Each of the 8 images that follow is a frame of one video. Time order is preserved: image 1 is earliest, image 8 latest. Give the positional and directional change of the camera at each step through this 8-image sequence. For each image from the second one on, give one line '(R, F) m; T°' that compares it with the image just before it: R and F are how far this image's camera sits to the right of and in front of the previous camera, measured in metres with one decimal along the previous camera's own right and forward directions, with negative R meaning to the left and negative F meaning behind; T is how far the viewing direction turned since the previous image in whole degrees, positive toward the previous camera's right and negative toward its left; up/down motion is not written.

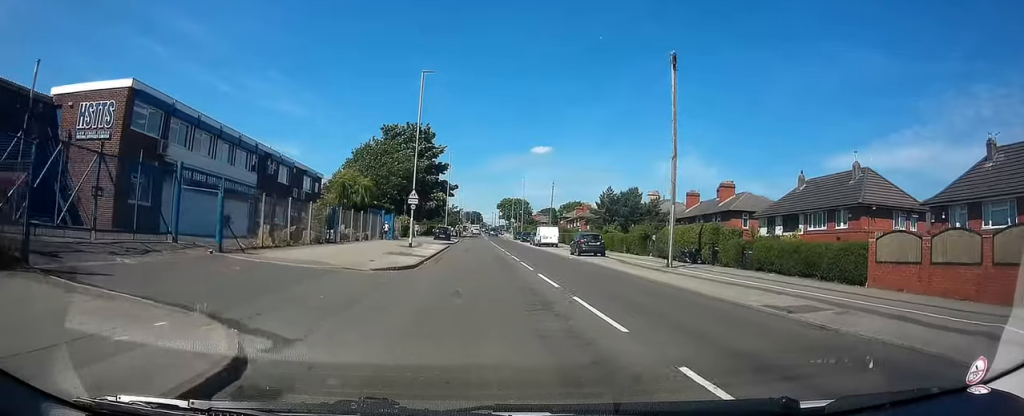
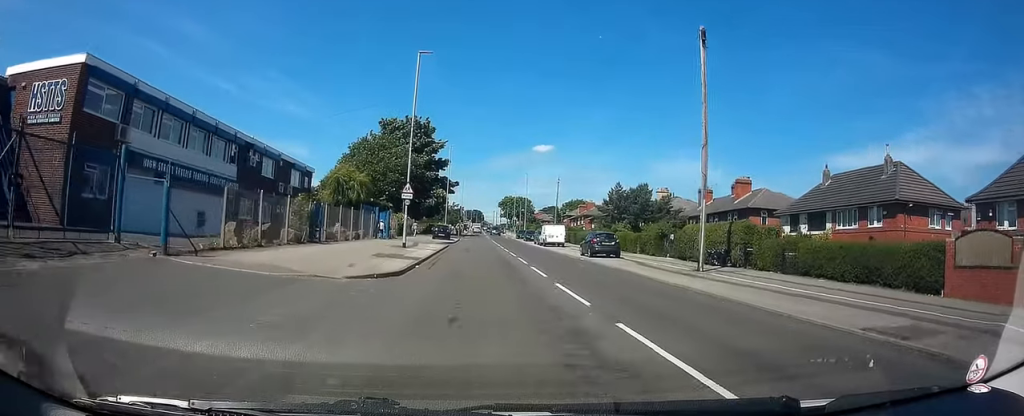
(+0.1, +3.2) m; 0°
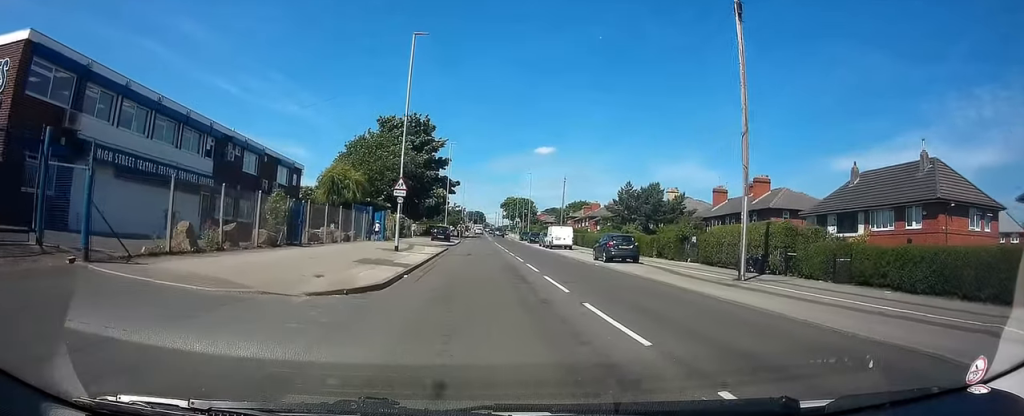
(+0.1, +3.2) m; 0°
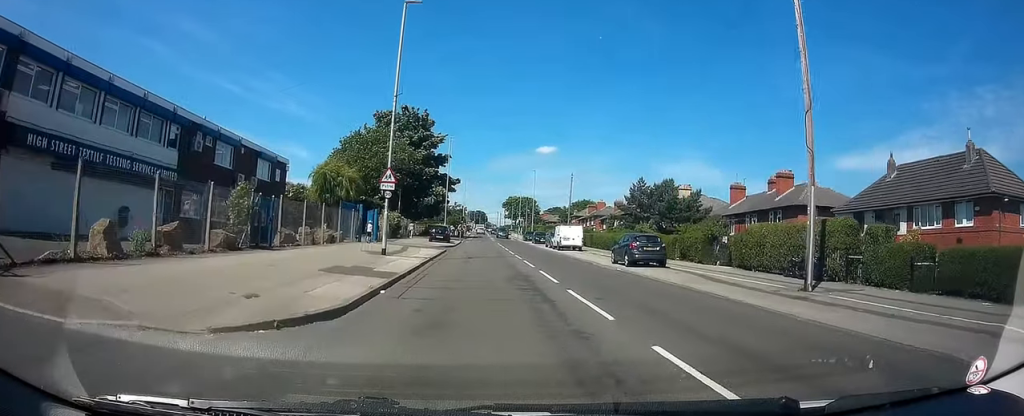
(-0.1, +3.9) m; -1°
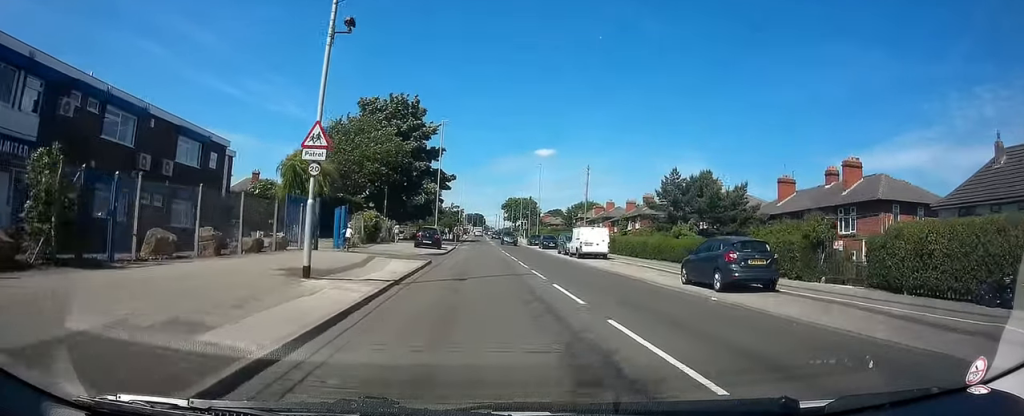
(-0.1, +9.6) m; 0°
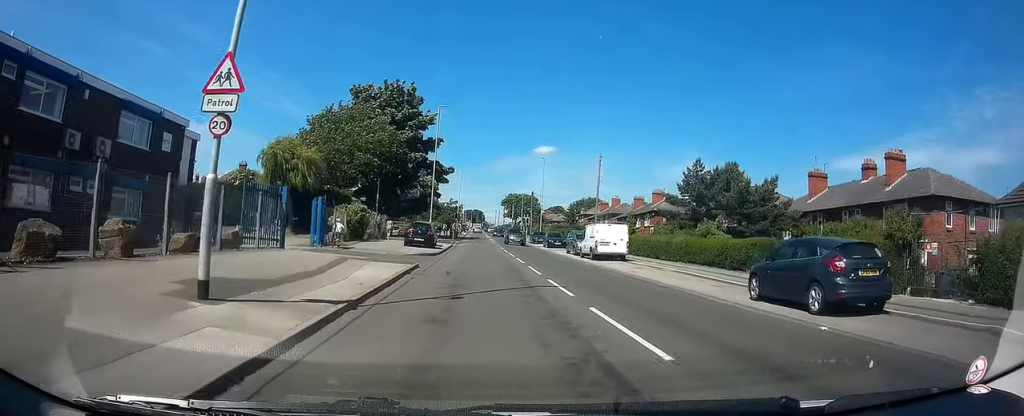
(0.0, +4.7) m; 0°
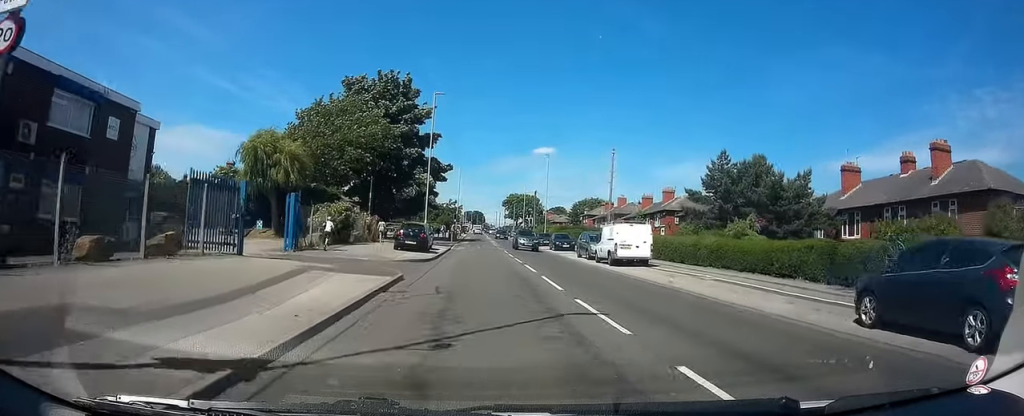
(0.0, +4.2) m; 0°
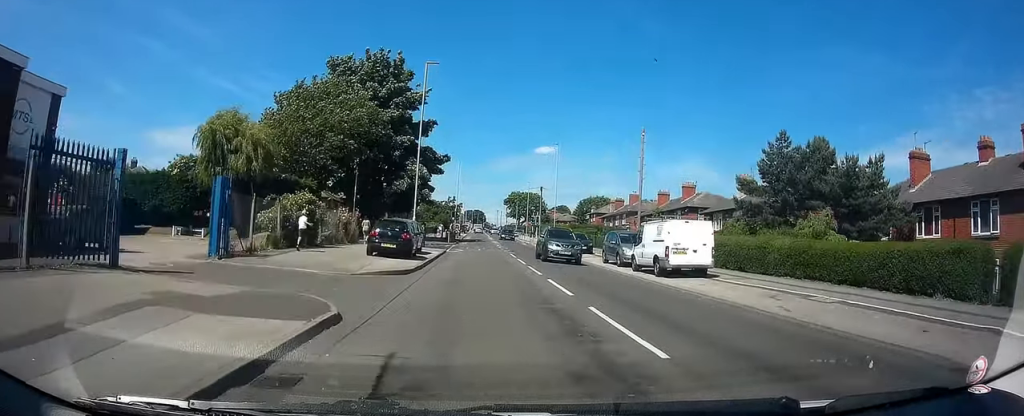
(0.0, +7.1) m; -1°
